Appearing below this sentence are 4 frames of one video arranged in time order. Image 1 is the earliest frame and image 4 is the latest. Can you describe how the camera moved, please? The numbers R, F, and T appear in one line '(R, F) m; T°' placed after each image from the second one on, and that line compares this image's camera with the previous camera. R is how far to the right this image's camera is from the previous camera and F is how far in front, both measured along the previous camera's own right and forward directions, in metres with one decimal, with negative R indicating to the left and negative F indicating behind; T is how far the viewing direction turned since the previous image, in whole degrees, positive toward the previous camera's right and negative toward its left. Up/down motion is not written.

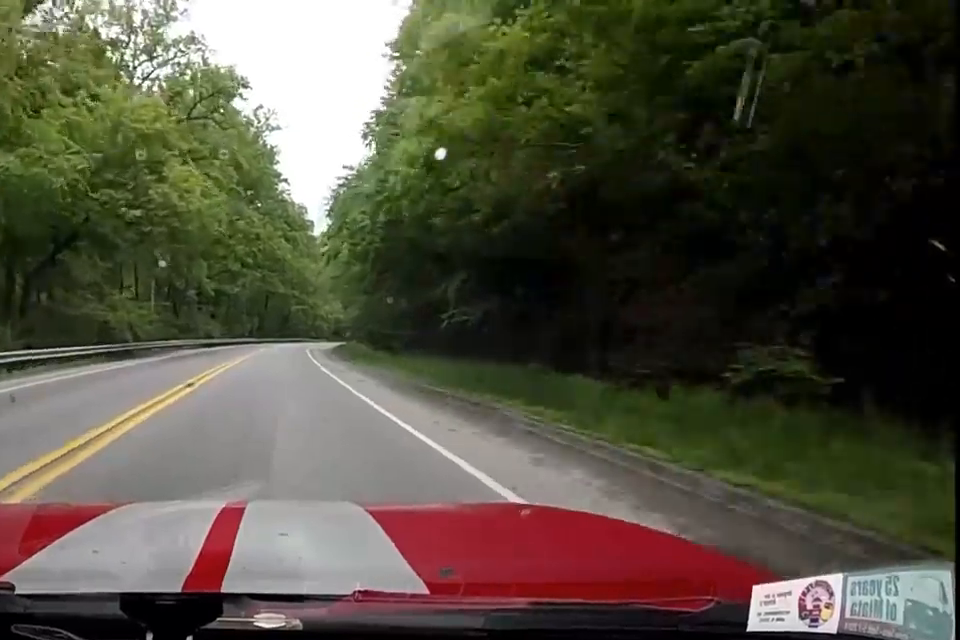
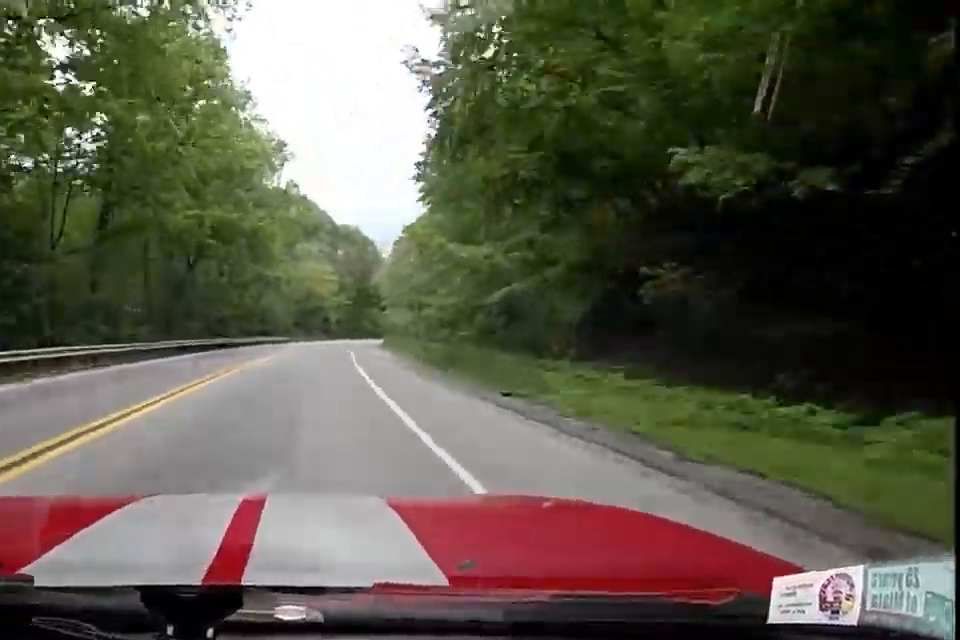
(+2.2, +82.9) m; +6°
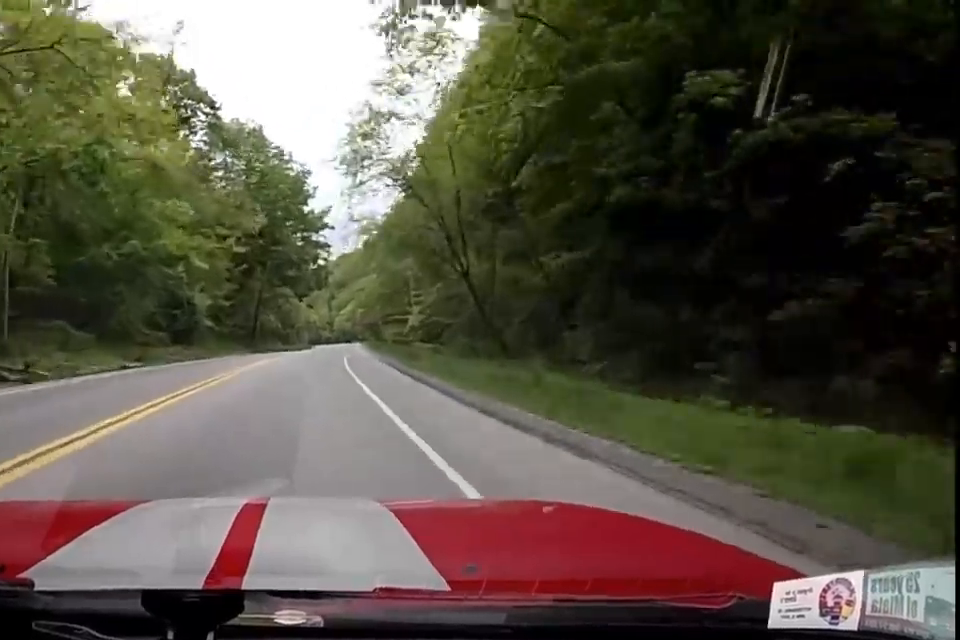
(+17.2, +66.8) m; +23°
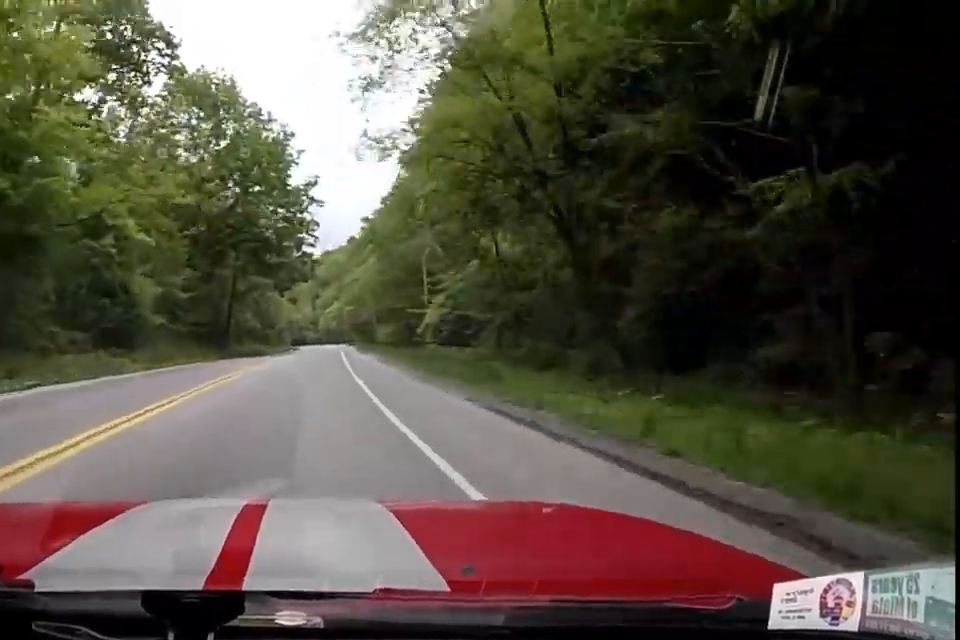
(+5.3, +11.4) m; -16°
